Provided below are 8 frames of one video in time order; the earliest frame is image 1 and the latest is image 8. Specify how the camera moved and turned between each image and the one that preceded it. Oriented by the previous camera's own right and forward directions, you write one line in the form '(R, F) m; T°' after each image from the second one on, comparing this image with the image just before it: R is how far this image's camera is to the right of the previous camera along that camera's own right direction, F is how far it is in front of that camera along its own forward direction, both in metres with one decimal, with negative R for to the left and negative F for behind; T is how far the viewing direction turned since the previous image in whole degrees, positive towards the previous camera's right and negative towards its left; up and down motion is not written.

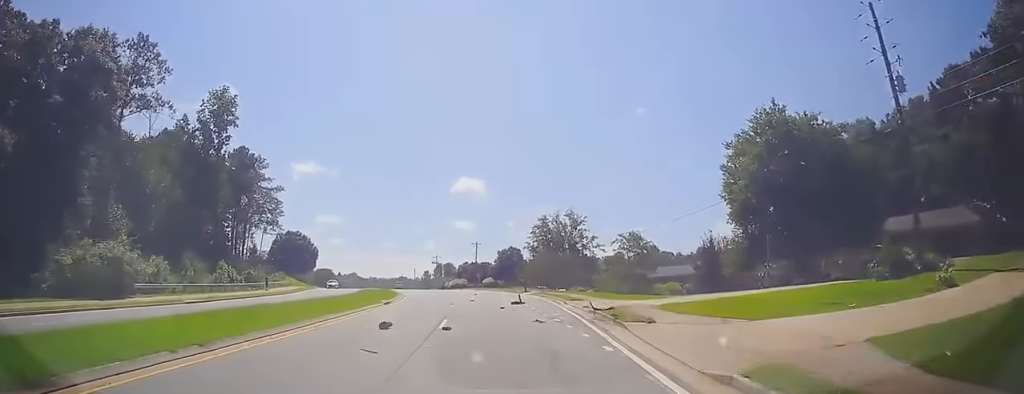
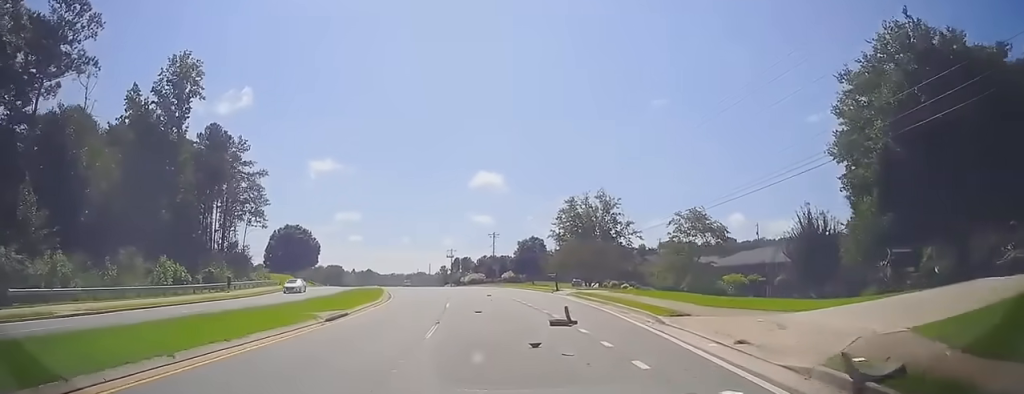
(-0.2, +14.3) m; -1°
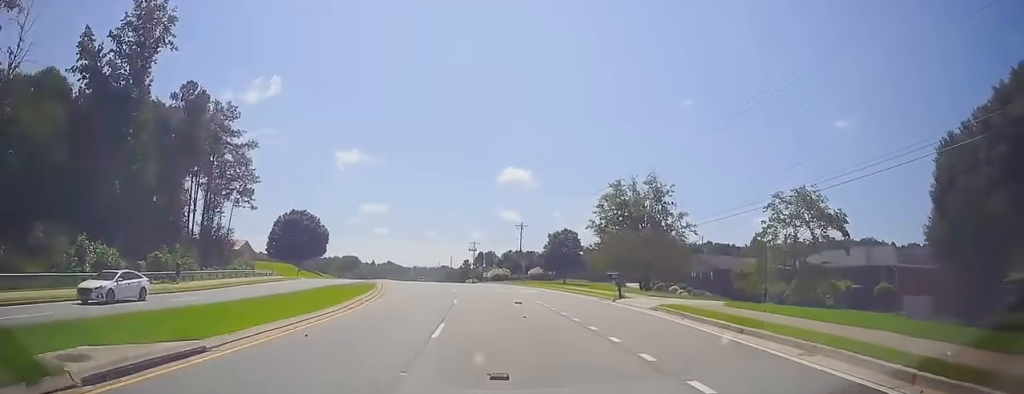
(-0.2, +14.3) m; -2°
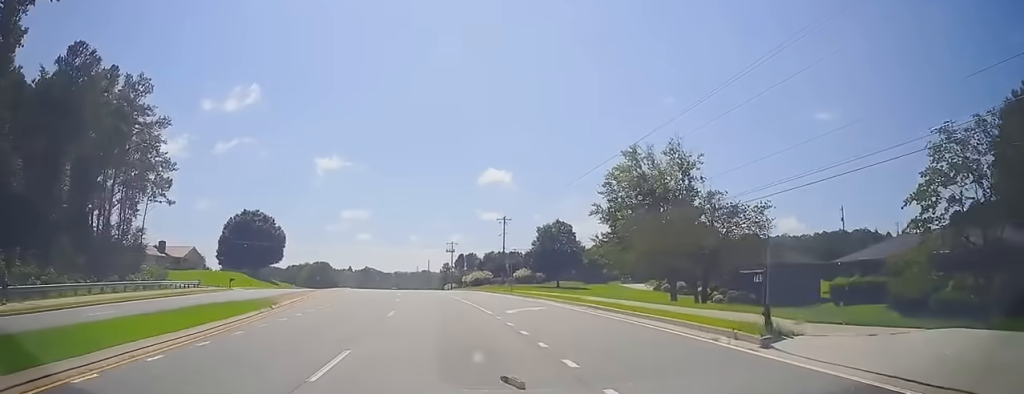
(-0.5, +18.2) m; 0°
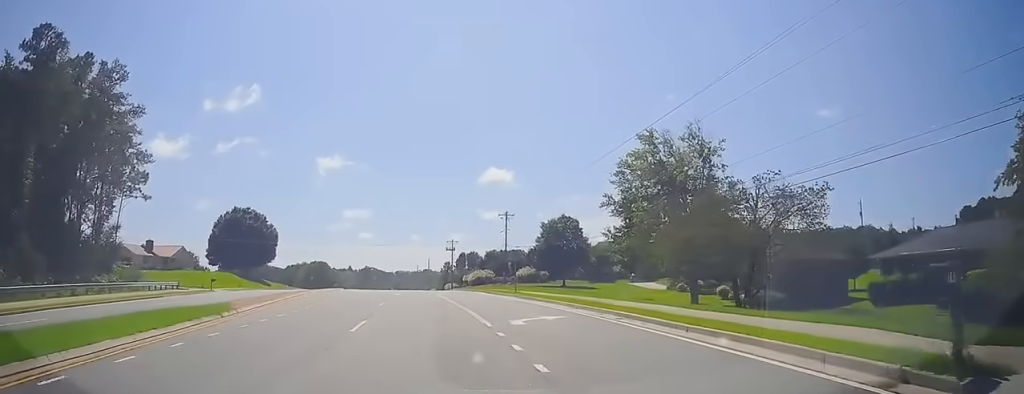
(+0.1, +5.6) m; 0°
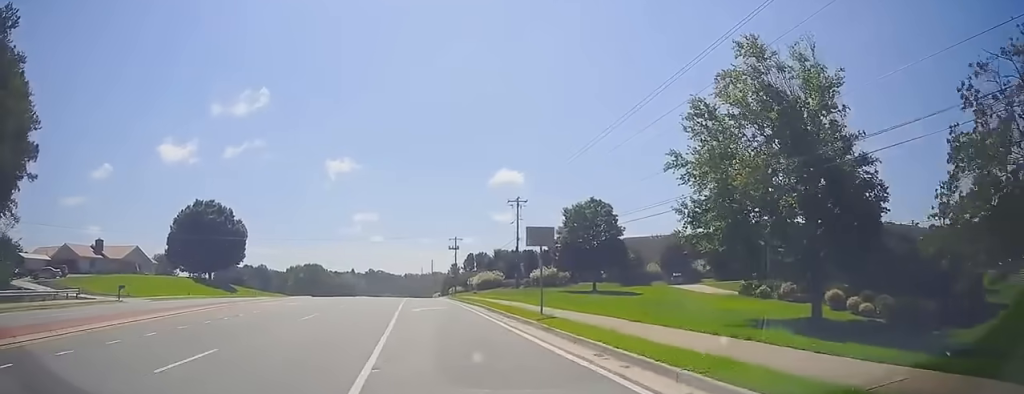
(-0.5, +18.7) m; -3°
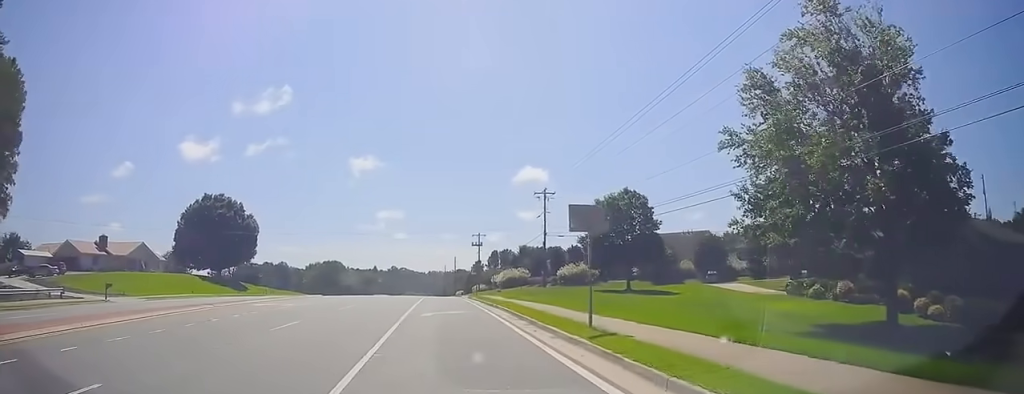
(+0.4, +5.2) m; -1°
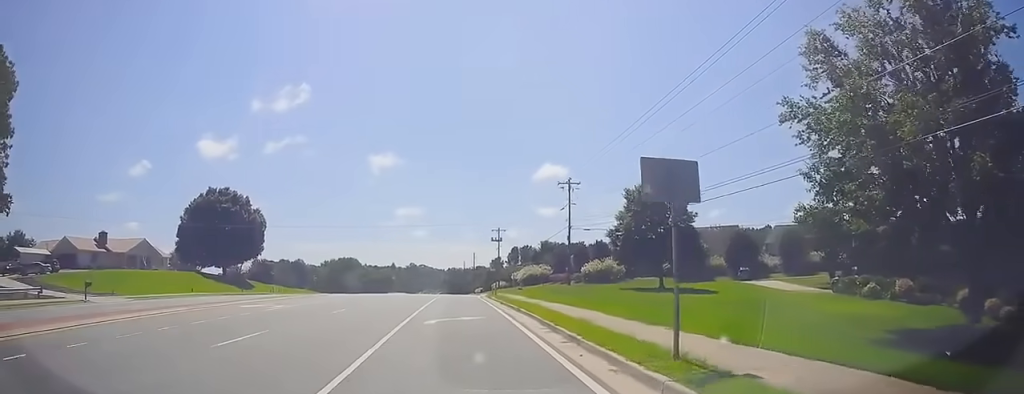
(-0.1, +4.7) m; -2°
